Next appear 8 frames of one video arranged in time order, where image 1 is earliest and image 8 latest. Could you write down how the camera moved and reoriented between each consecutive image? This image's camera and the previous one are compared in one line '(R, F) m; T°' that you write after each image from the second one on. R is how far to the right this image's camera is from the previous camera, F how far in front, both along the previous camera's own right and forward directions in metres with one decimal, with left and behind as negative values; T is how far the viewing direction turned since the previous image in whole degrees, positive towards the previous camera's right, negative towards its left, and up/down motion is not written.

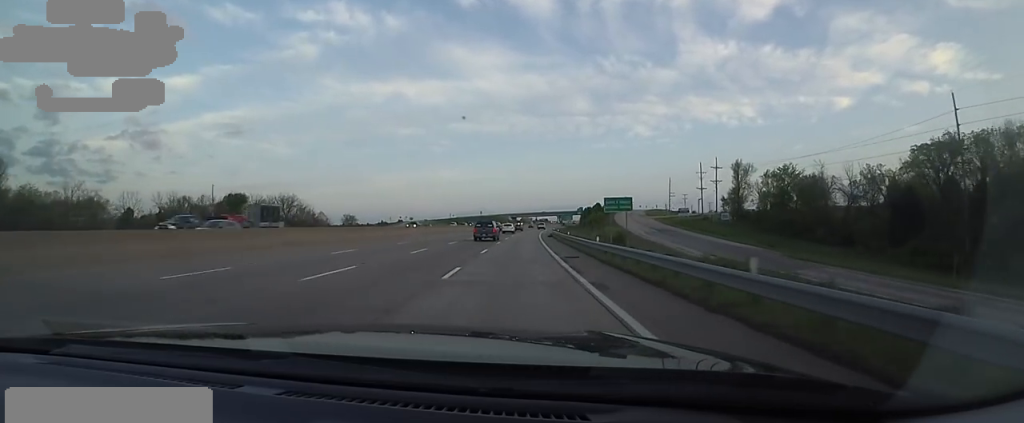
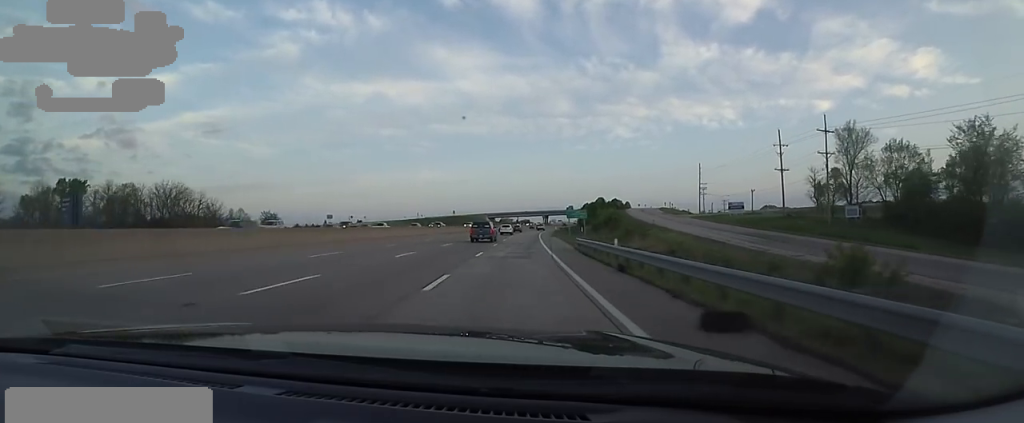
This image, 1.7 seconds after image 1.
(+1.4, +50.9) m; +2°
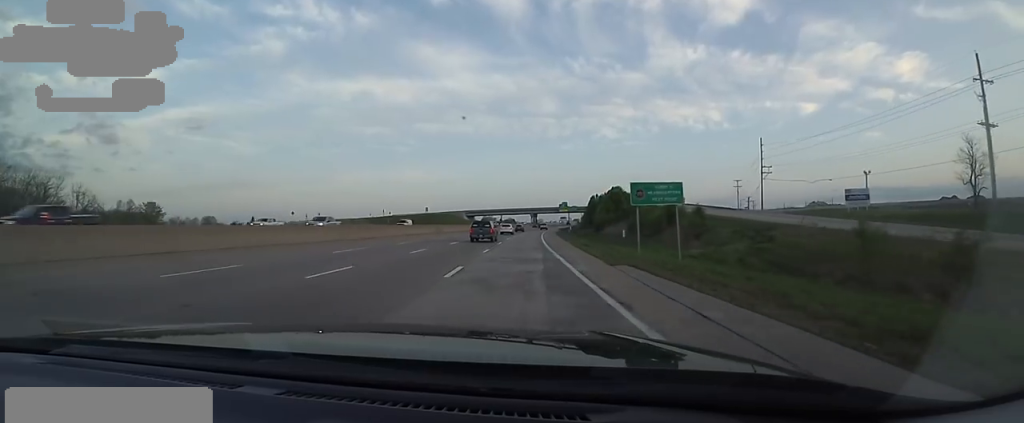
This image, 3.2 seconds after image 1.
(+1.0, +44.9) m; +3°
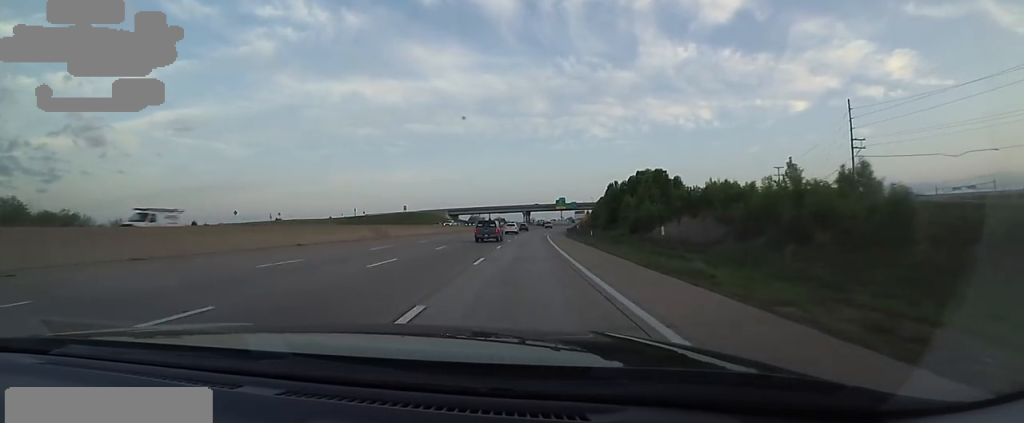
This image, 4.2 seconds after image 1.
(+0.1, +32.1) m; +2°
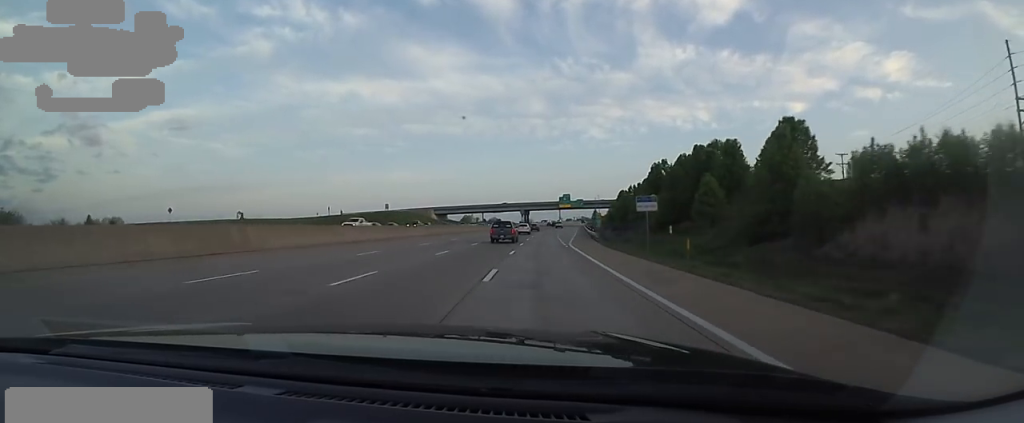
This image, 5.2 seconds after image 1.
(+0.8, +29.4) m; 0°
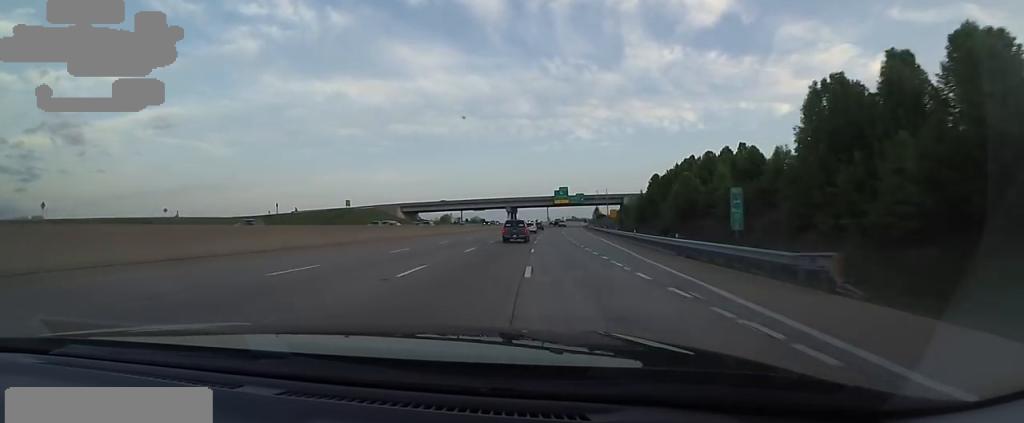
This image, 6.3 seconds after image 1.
(-0.6, +34.8) m; +1°
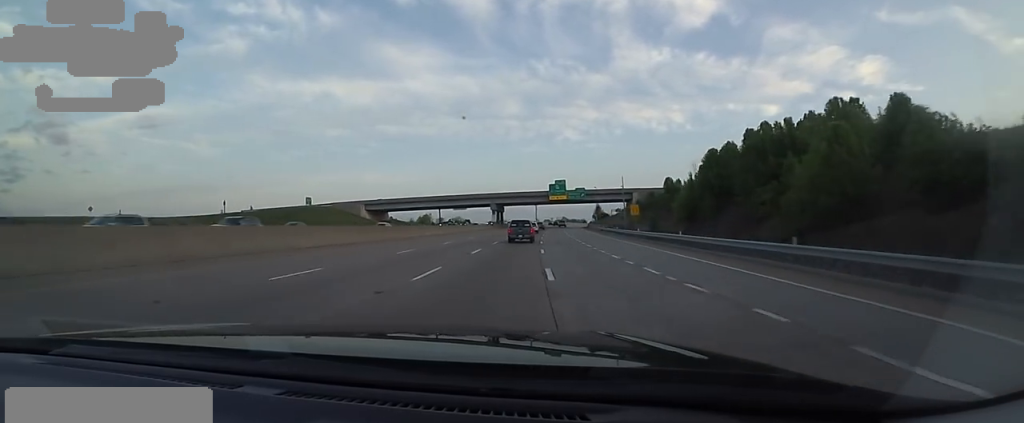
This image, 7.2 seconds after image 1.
(+0.8, +25.5) m; +3°
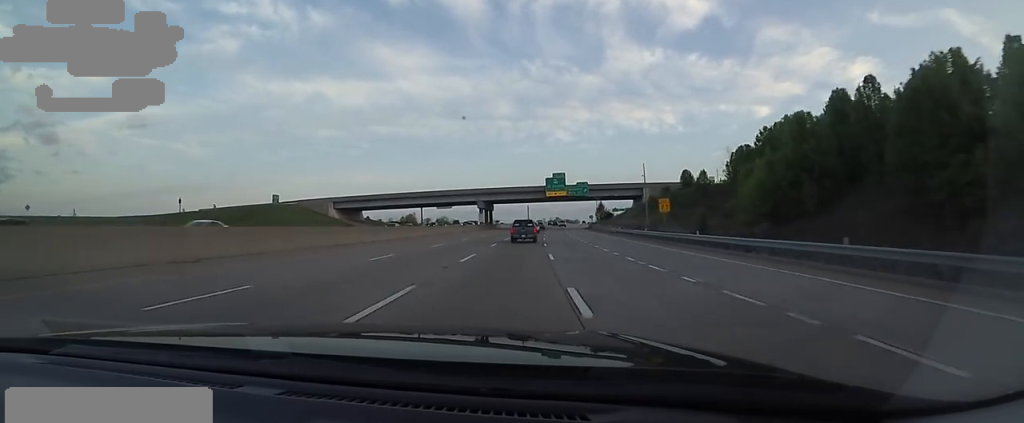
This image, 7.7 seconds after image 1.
(+0.3, +16.7) m; 0°
